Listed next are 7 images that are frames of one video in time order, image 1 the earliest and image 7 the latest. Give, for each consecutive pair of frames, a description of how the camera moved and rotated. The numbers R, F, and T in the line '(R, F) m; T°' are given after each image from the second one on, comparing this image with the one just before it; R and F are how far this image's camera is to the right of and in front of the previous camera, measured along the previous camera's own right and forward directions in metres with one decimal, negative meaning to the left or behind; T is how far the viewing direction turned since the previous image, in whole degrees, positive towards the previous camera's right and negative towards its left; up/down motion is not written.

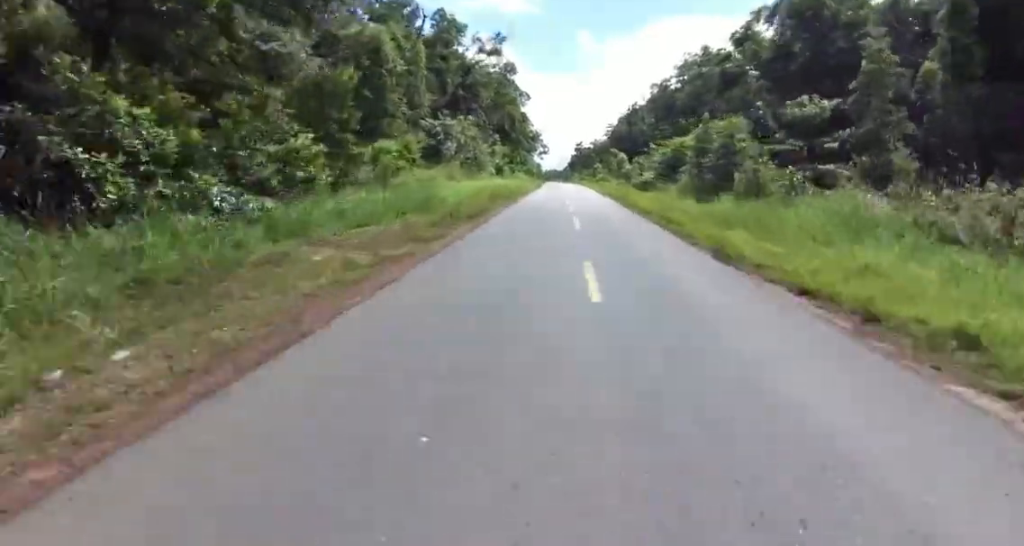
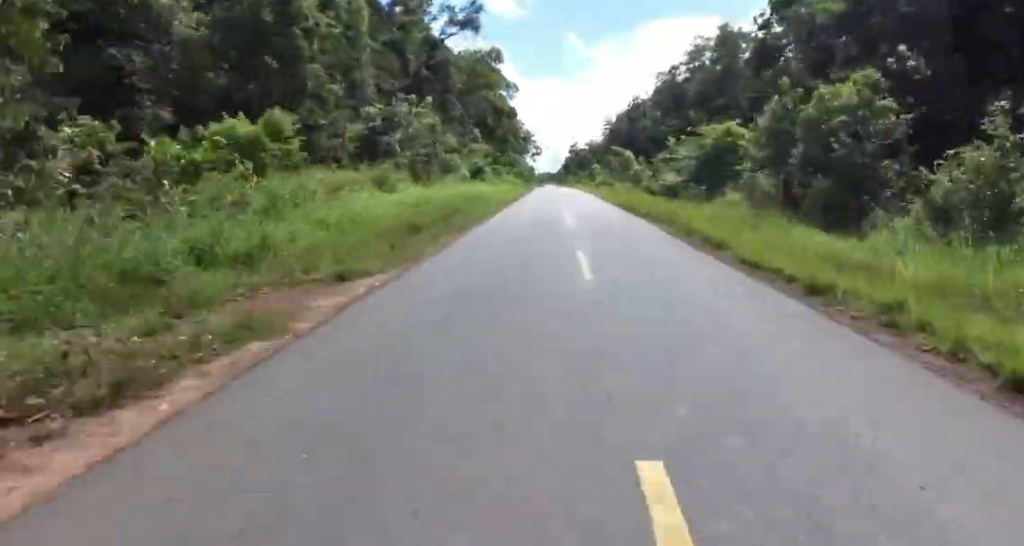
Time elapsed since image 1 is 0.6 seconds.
(+0.1, +15.0) m; 0°
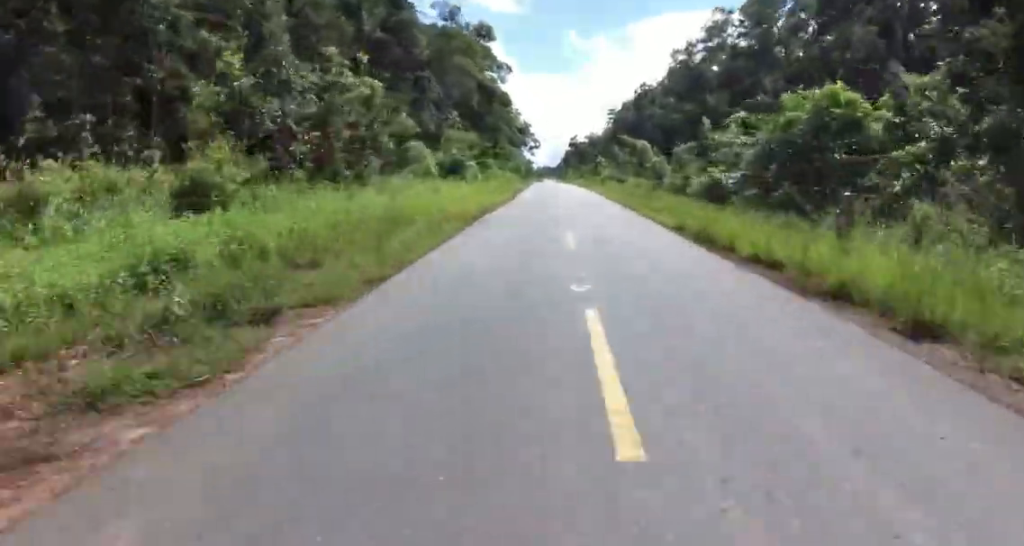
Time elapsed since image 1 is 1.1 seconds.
(0.0, +14.2) m; 0°
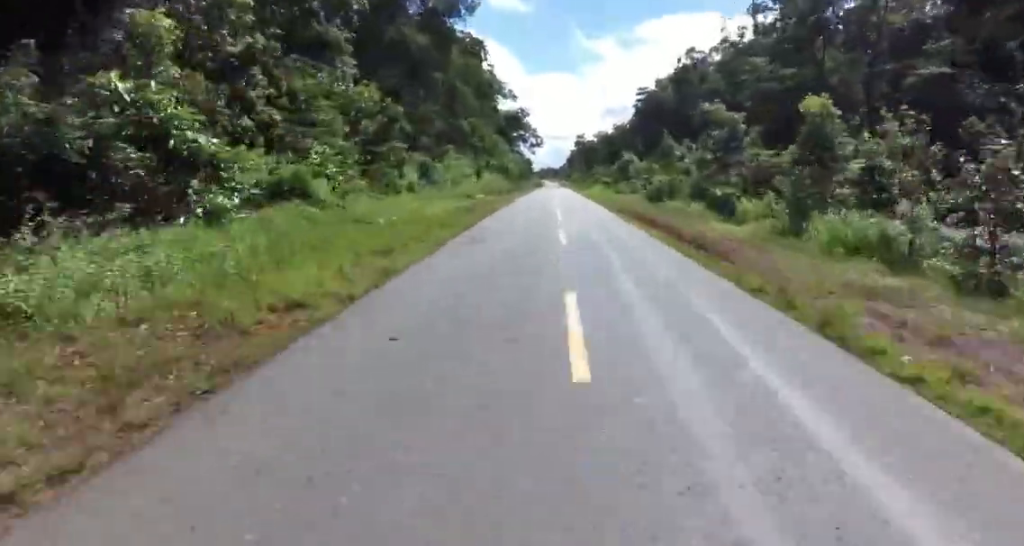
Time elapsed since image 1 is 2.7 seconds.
(+0.5, +41.0) m; +2°
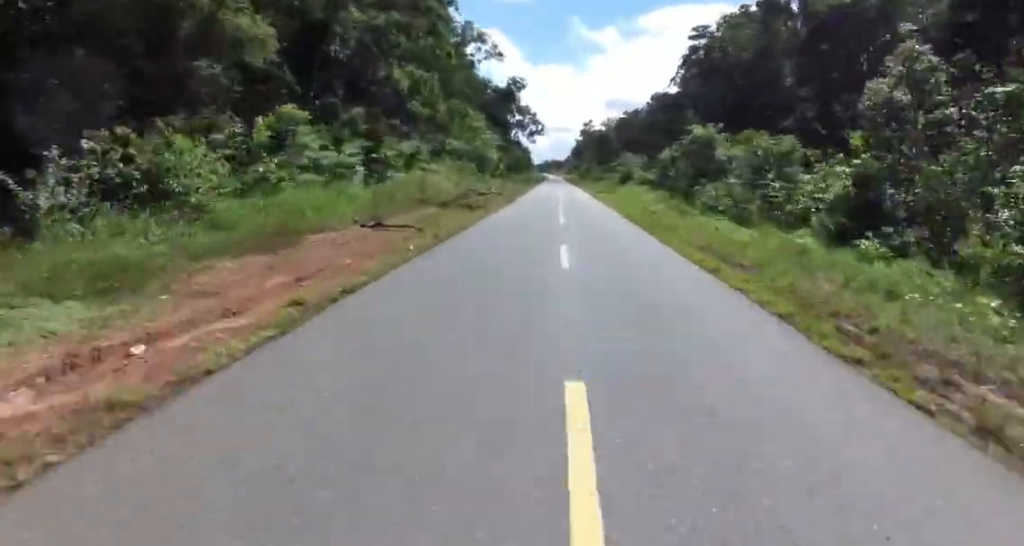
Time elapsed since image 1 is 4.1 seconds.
(+0.1, +38.4) m; 0°
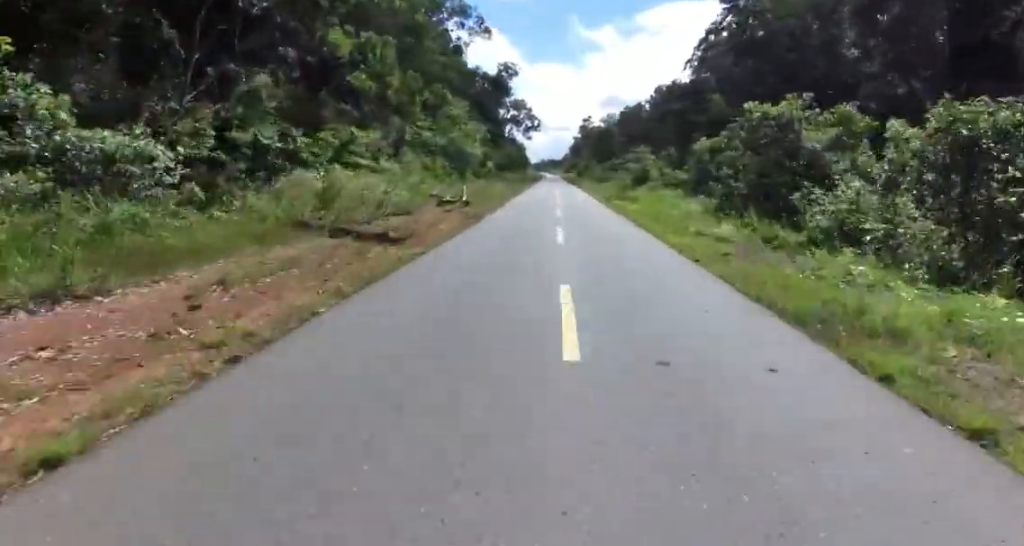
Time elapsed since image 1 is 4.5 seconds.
(+0.1, +13.0) m; +1°
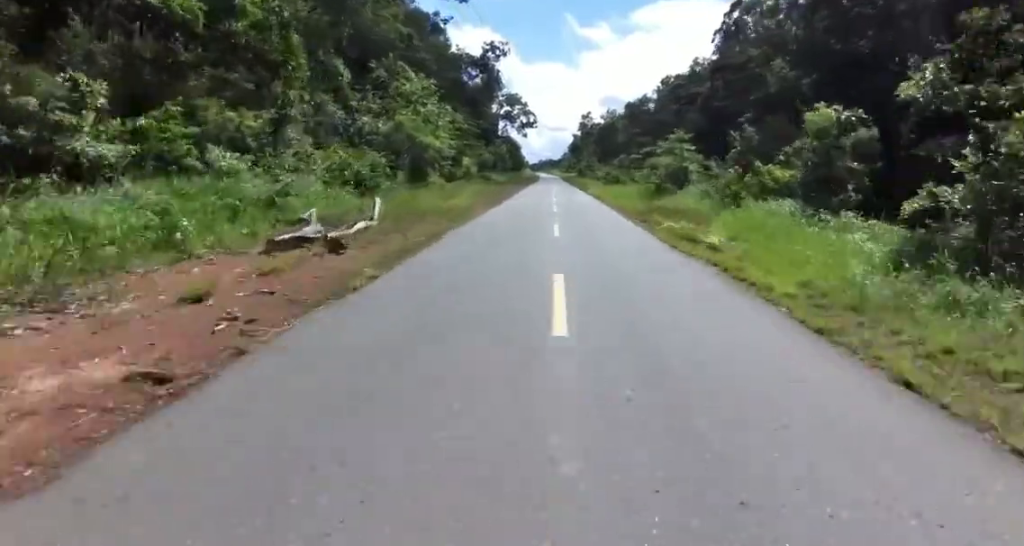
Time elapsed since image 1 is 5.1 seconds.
(0.0, +15.8) m; +2°
